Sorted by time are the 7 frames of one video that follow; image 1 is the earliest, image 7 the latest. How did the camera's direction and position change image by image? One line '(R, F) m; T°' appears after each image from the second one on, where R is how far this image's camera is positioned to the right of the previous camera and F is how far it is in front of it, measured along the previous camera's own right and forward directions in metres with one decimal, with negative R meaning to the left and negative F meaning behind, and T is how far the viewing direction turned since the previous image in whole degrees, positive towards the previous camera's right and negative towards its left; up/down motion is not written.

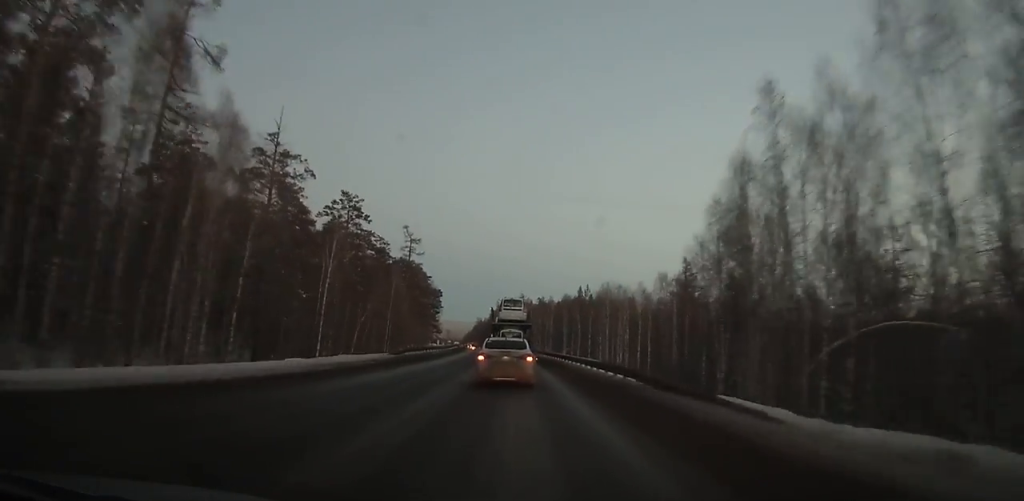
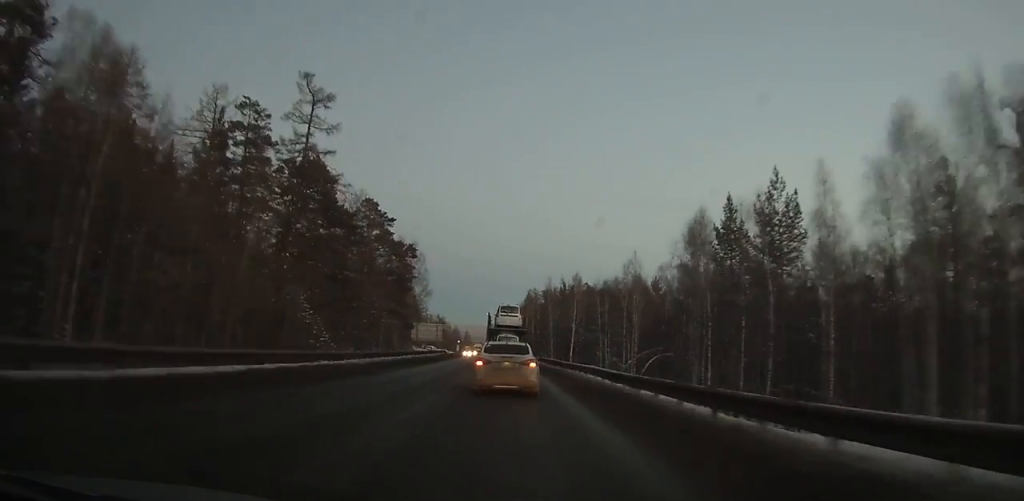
(+0.3, +73.3) m; -2°
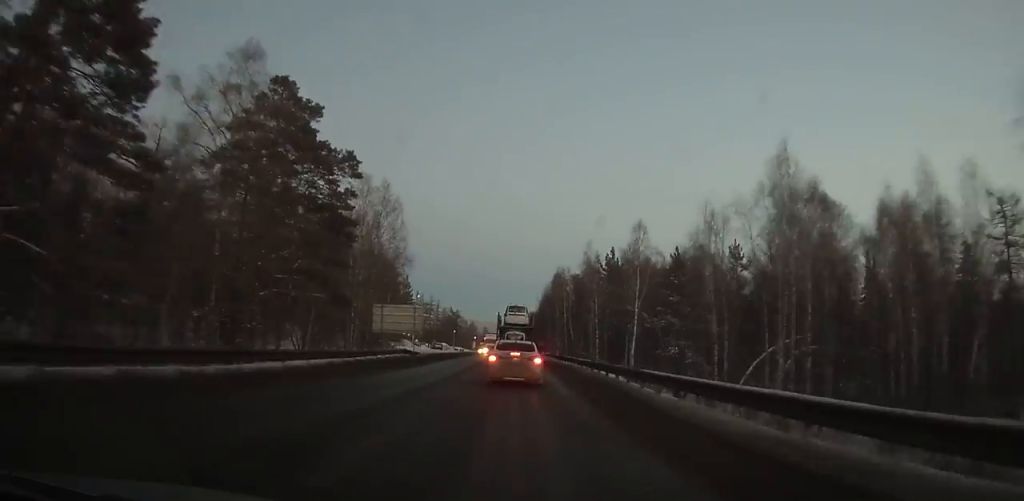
(-1.0, +38.1) m; -2°
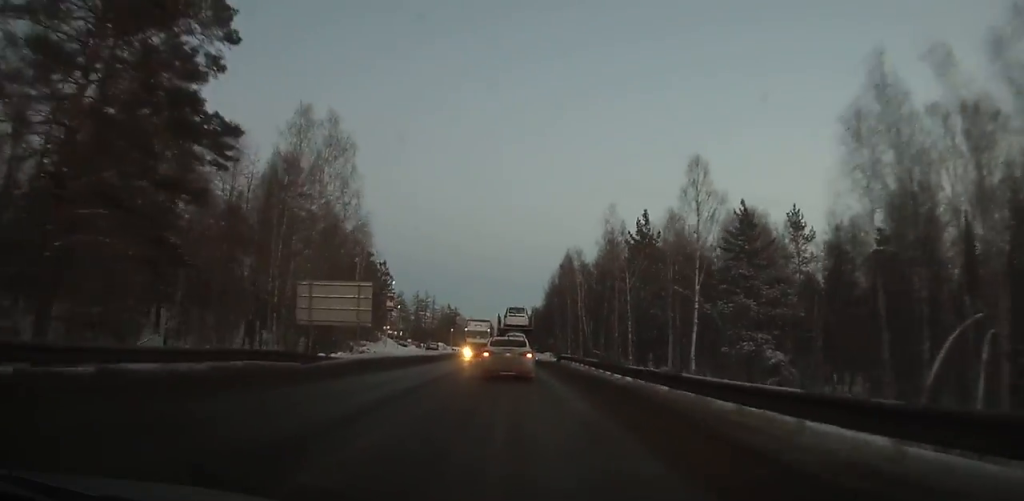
(-0.1, +20.5) m; 0°
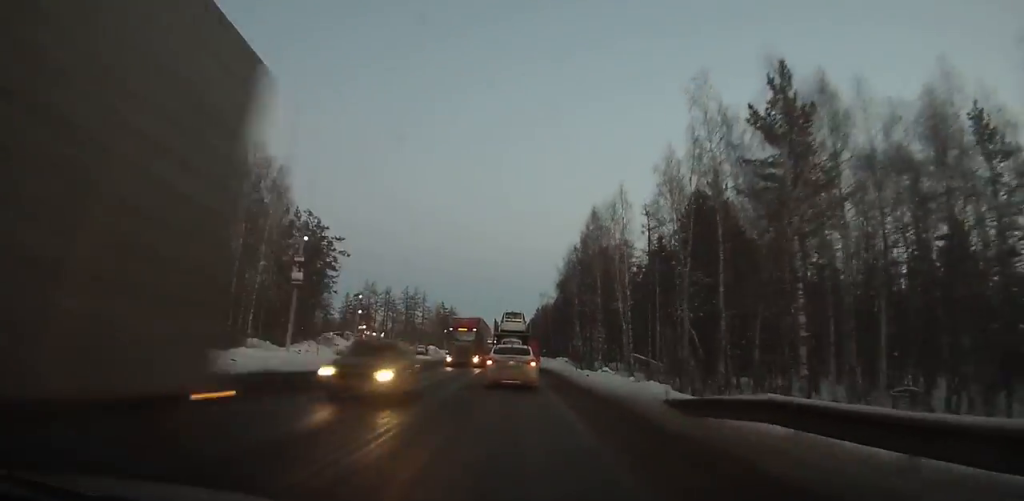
(0.0, +29.0) m; 0°
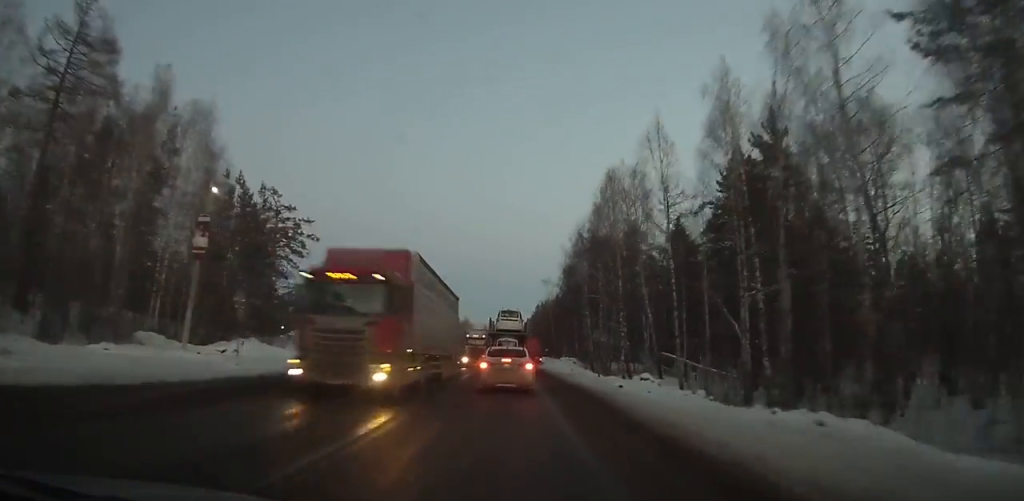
(-0.1, +11.9) m; 0°
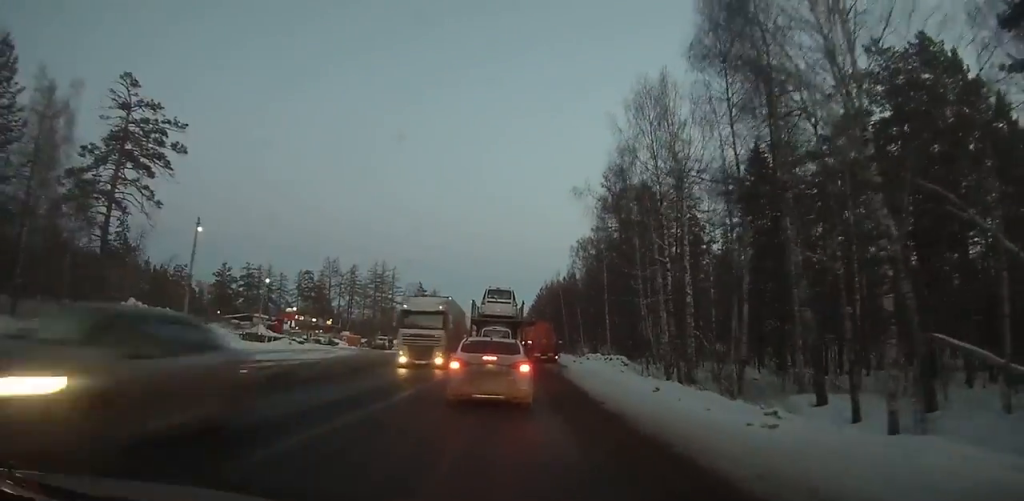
(+0.4, +27.4) m; +1°
